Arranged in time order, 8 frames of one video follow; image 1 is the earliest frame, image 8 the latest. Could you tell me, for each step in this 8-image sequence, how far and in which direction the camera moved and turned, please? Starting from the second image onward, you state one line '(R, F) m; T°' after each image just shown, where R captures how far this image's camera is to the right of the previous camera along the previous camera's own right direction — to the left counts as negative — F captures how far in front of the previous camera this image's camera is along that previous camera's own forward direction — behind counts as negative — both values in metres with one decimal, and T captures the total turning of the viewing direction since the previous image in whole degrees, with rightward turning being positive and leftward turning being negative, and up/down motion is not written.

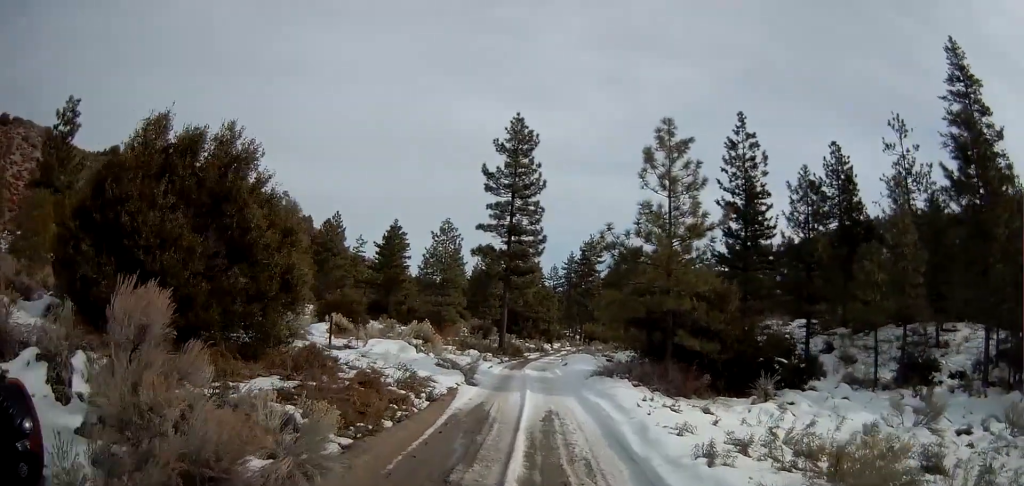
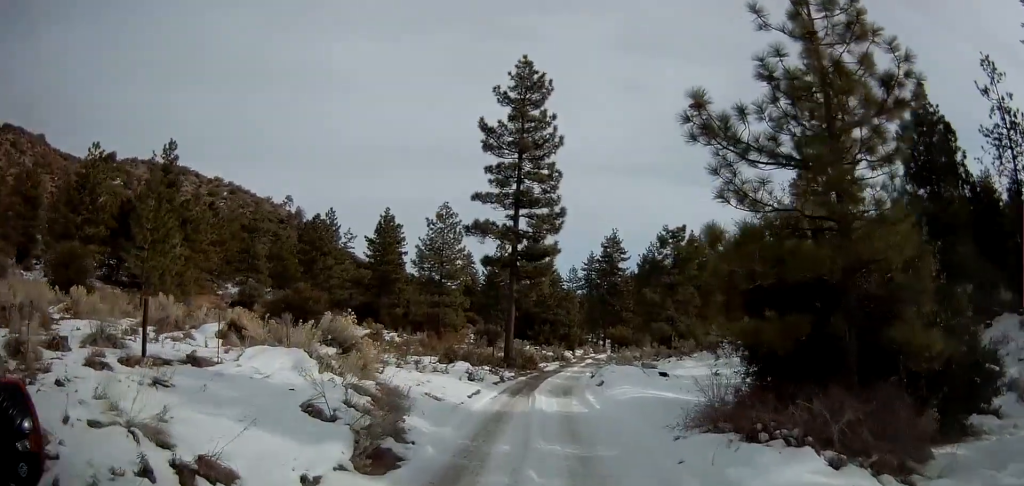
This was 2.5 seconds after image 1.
(-0.2, +10.8) m; -3°
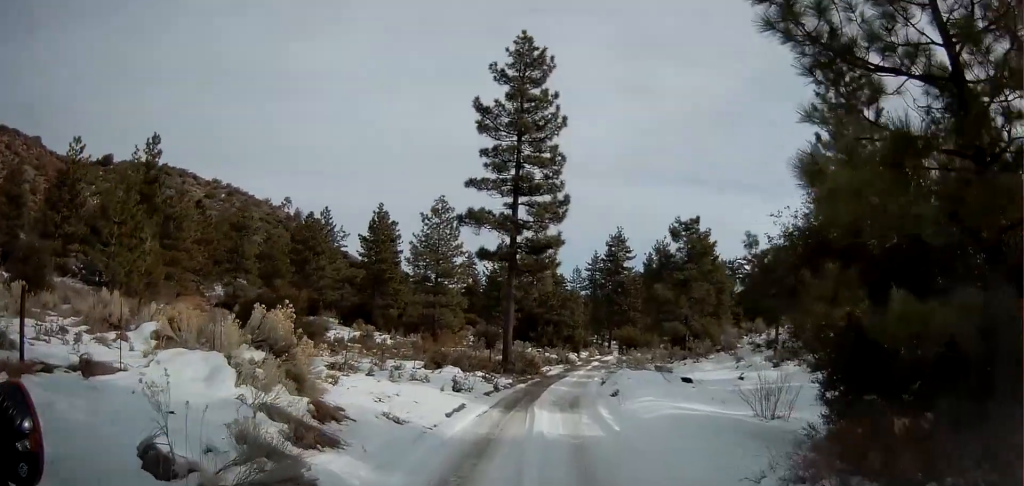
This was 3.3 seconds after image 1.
(0.0, +3.1) m; +1°
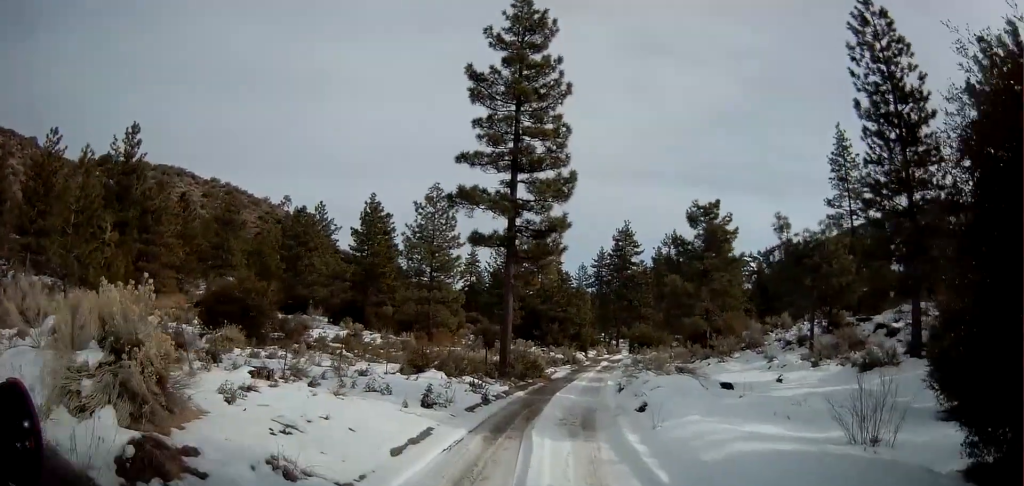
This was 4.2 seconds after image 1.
(+0.1, +4.0) m; 0°
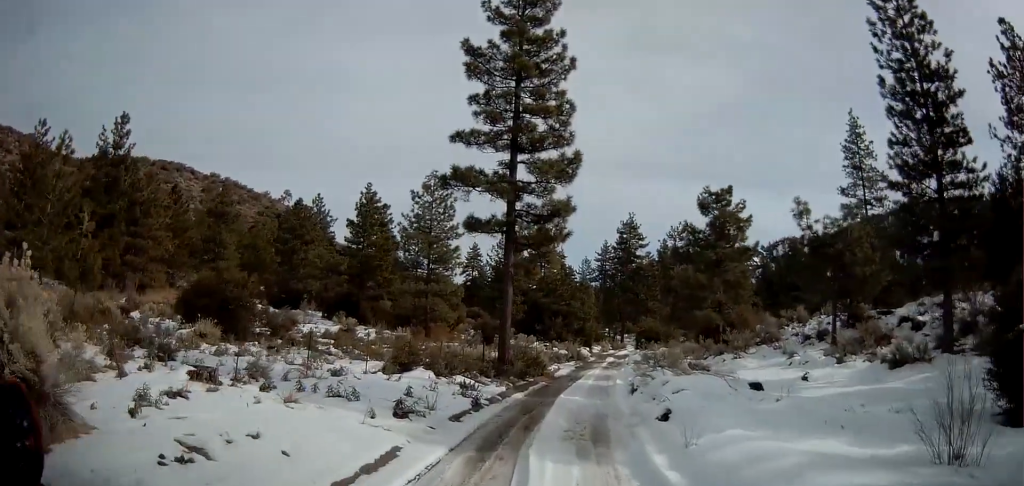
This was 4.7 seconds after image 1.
(0.0, +2.2) m; 0°
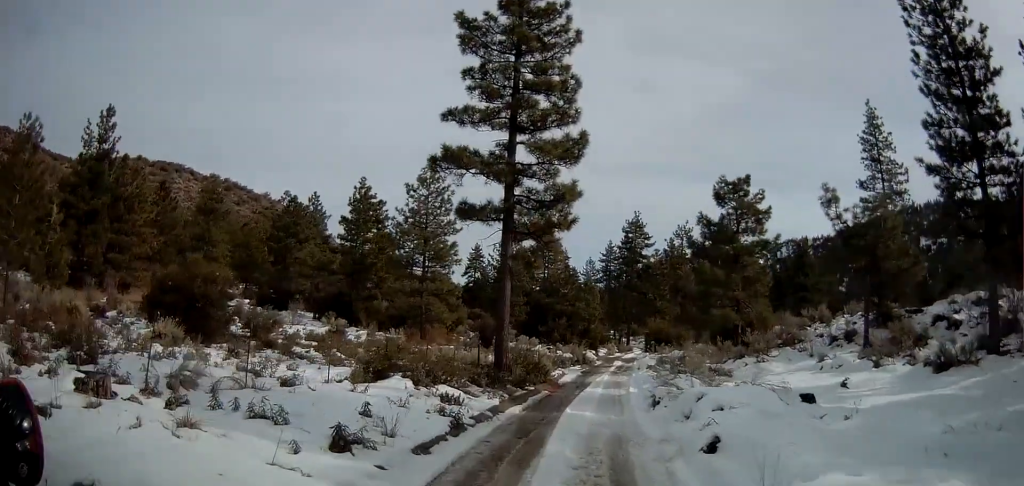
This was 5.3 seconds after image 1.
(-0.1, +2.9) m; 0°
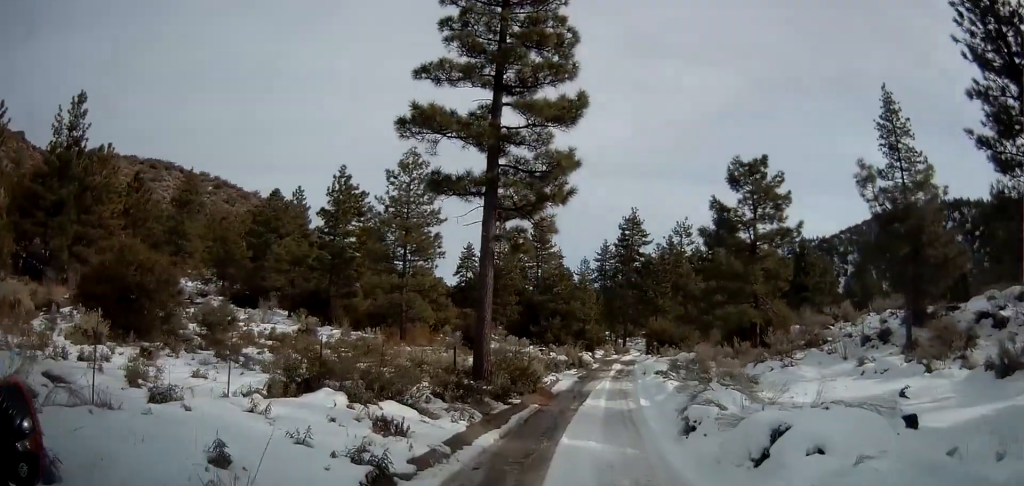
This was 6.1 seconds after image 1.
(+0.1, +4.1) m; -1°
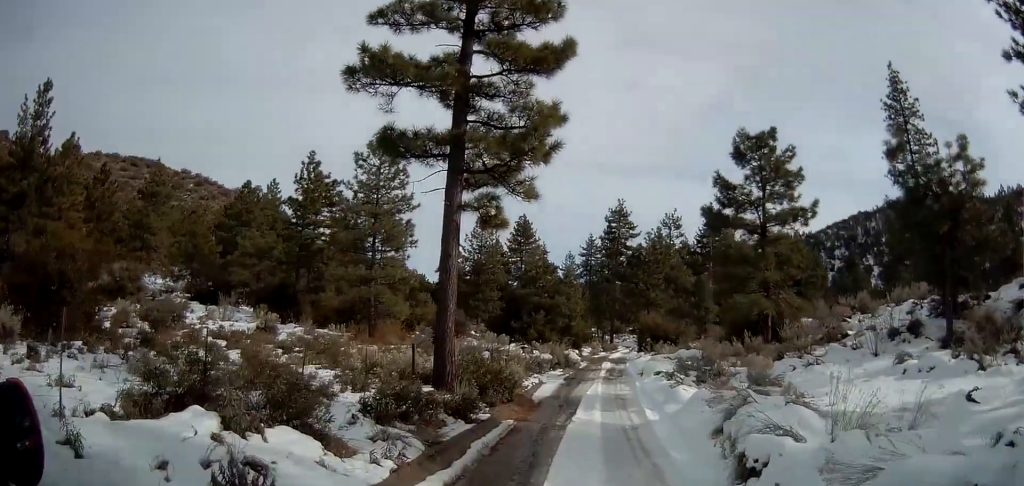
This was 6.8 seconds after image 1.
(-0.1, +3.7) m; +1°
